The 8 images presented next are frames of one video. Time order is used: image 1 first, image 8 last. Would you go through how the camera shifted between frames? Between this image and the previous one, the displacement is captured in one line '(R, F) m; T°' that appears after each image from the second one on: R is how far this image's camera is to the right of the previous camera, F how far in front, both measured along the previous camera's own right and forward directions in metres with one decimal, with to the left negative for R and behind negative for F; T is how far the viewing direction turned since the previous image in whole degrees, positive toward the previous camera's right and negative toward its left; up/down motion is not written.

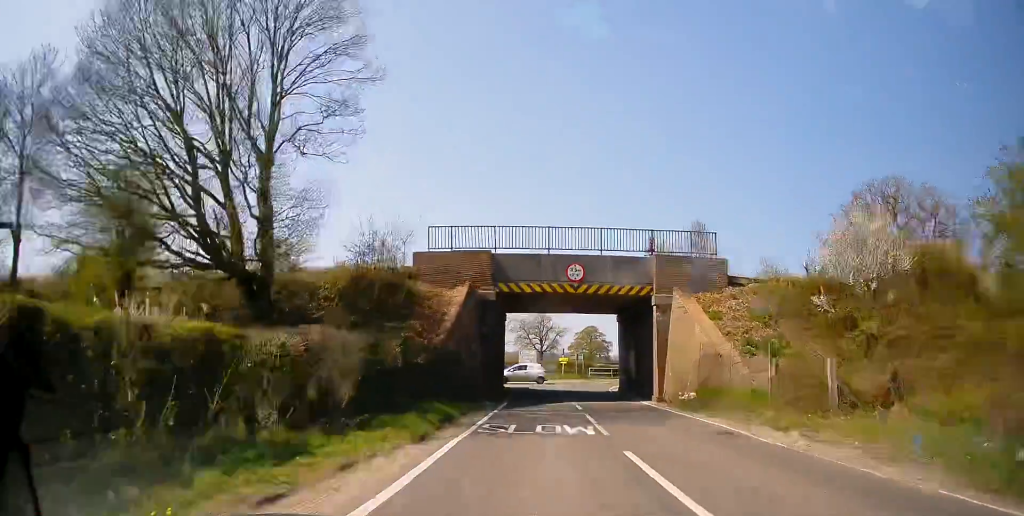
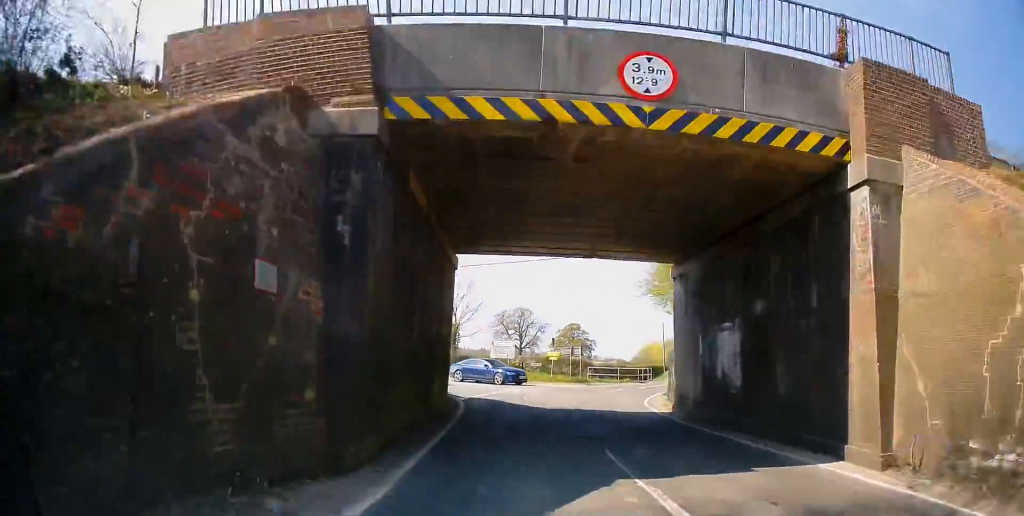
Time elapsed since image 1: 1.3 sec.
(-0.4, +15.2) m; +1°
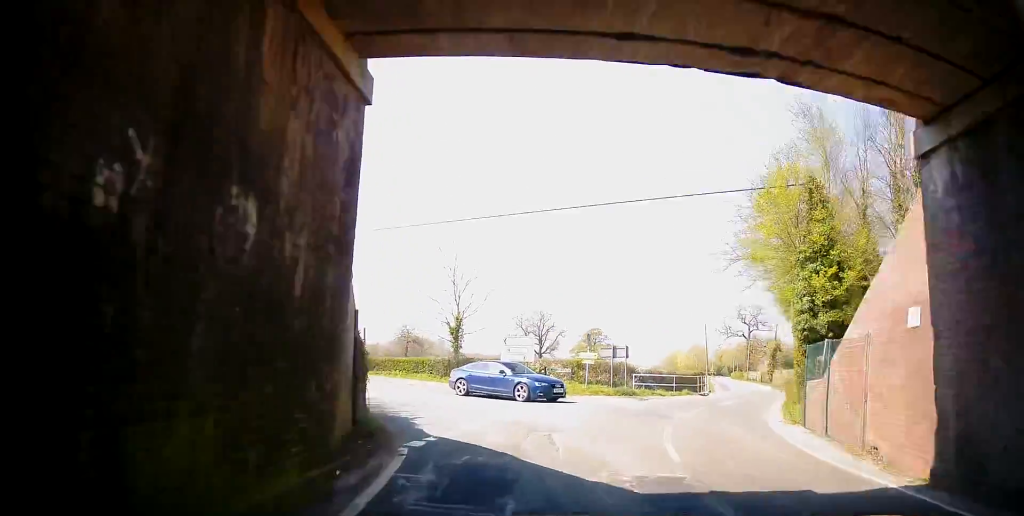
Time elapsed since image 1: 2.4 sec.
(+0.6, +10.5) m; 0°
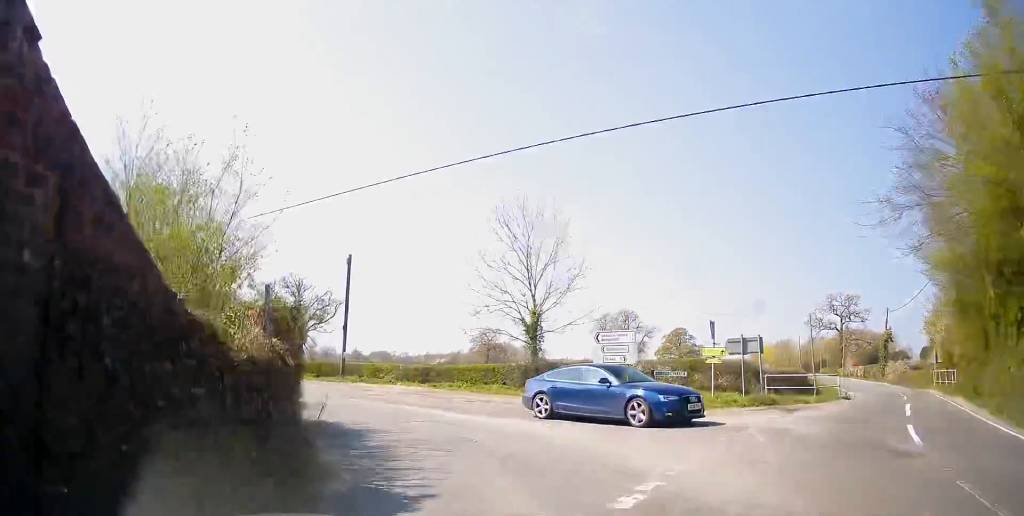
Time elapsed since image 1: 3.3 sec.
(-0.3, +7.3) m; -6°
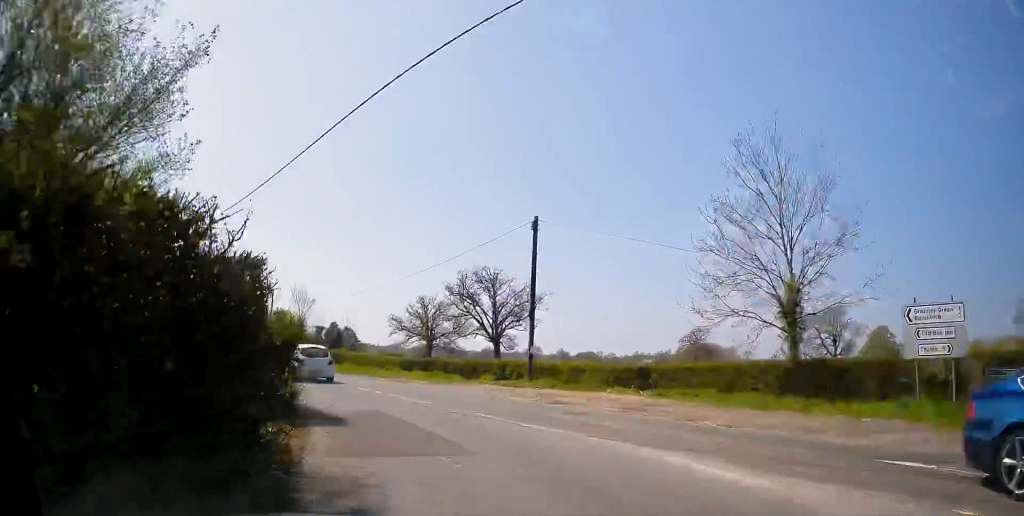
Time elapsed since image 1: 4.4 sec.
(-0.7, +8.1) m; -11°
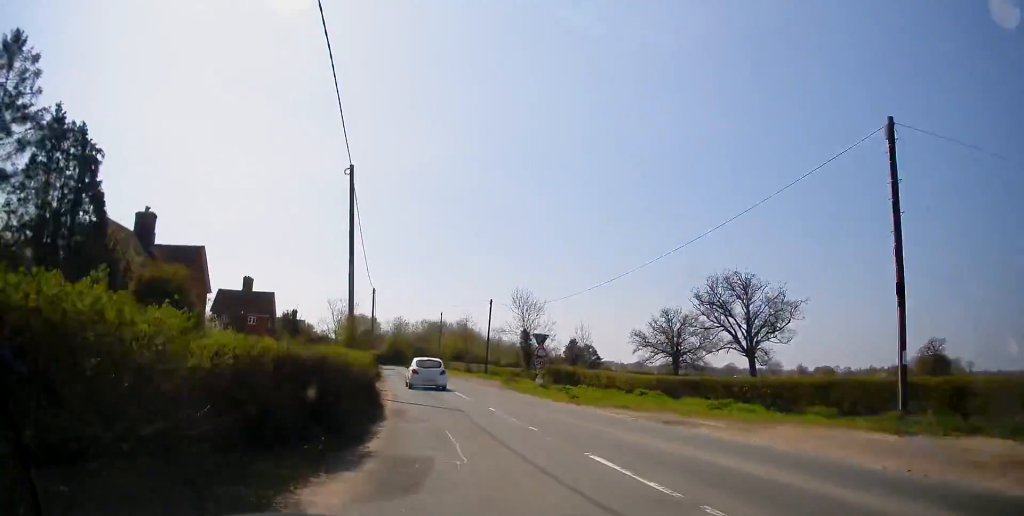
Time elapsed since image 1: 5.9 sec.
(-3.6, +10.4) m; -34°
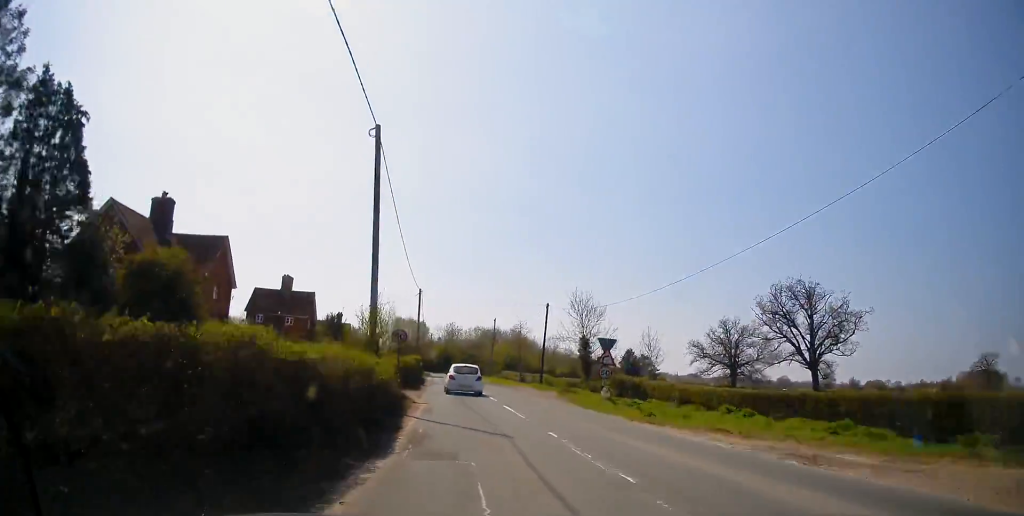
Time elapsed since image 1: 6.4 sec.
(-0.5, +4.4) m; -8°
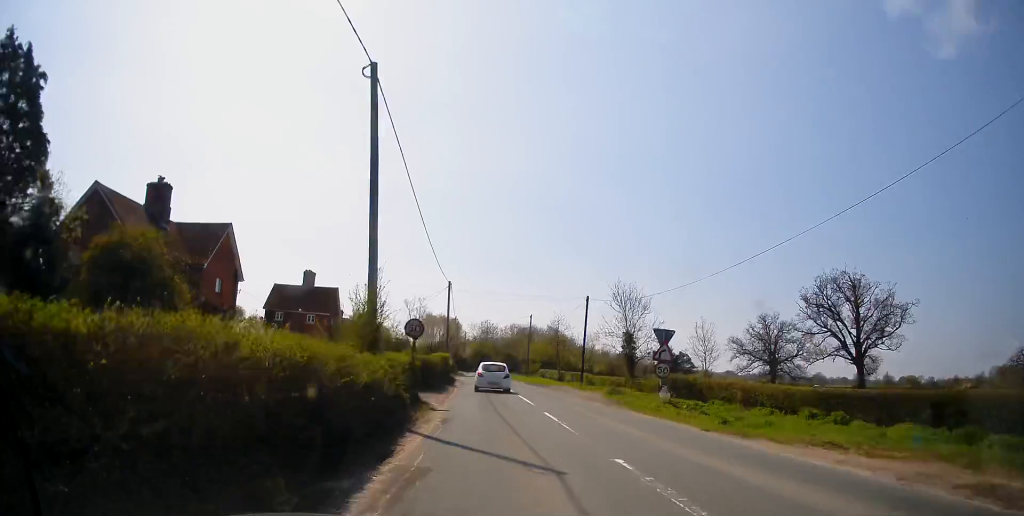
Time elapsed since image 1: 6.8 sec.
(-0.1, +4.4) m; -2°
